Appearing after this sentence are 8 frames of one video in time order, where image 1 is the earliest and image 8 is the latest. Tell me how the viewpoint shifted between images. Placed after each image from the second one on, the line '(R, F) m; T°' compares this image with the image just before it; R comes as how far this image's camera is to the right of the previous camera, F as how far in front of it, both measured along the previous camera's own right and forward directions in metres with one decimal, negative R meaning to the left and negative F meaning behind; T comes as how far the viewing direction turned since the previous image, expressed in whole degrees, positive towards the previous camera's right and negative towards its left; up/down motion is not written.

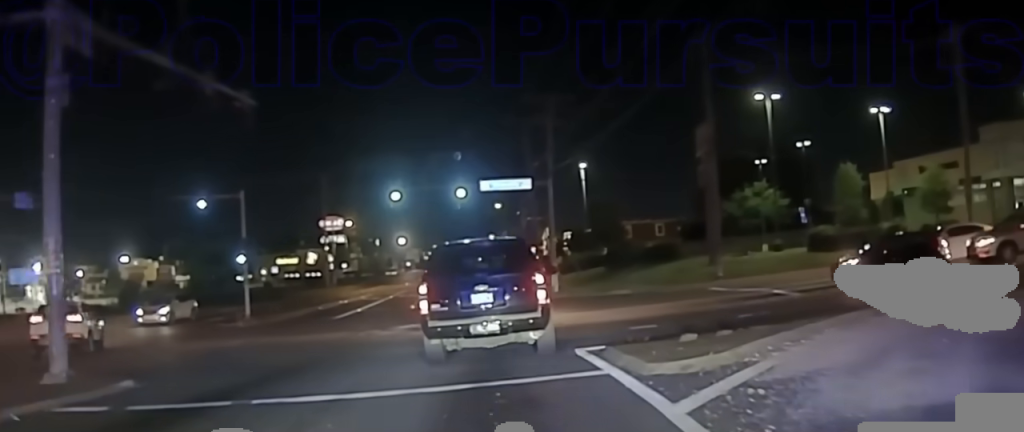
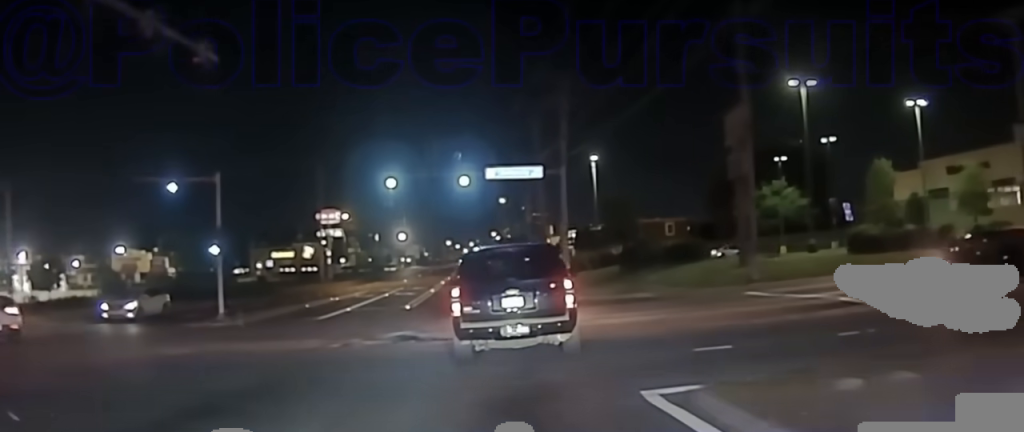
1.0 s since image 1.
(0.0, +4.6) m; +1°
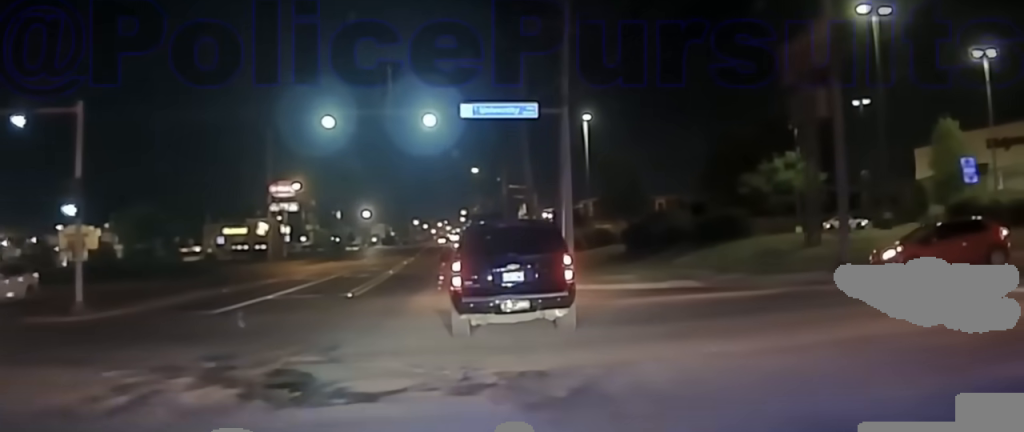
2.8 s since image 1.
(+0.3, +12.2) m; +1°
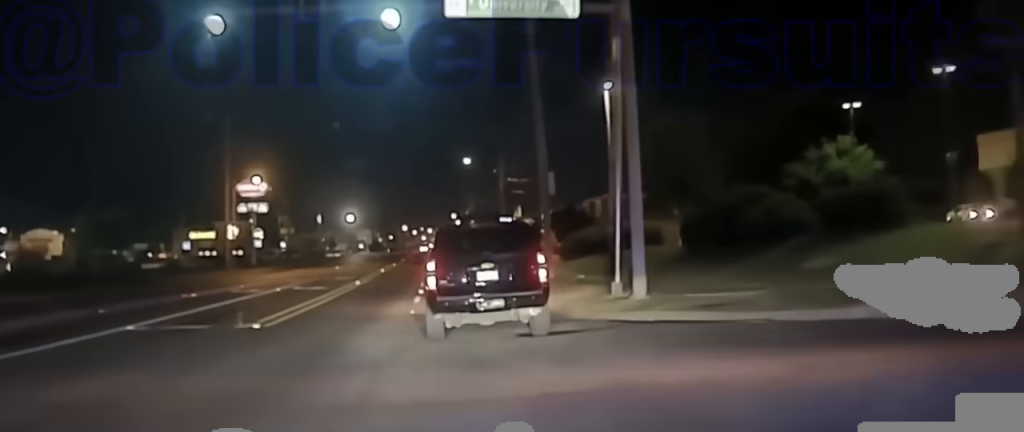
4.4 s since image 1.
(-0.4, +14.2) m; -3°
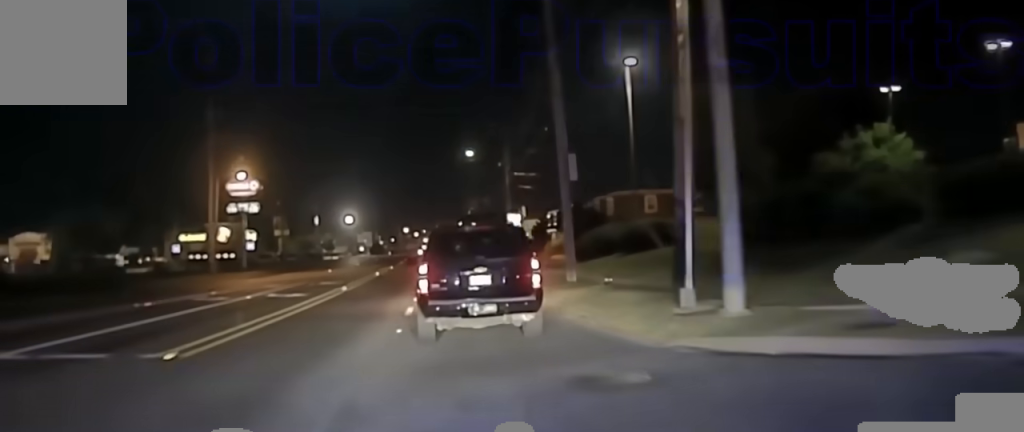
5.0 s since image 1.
(0.0, +6.5) m; 0°
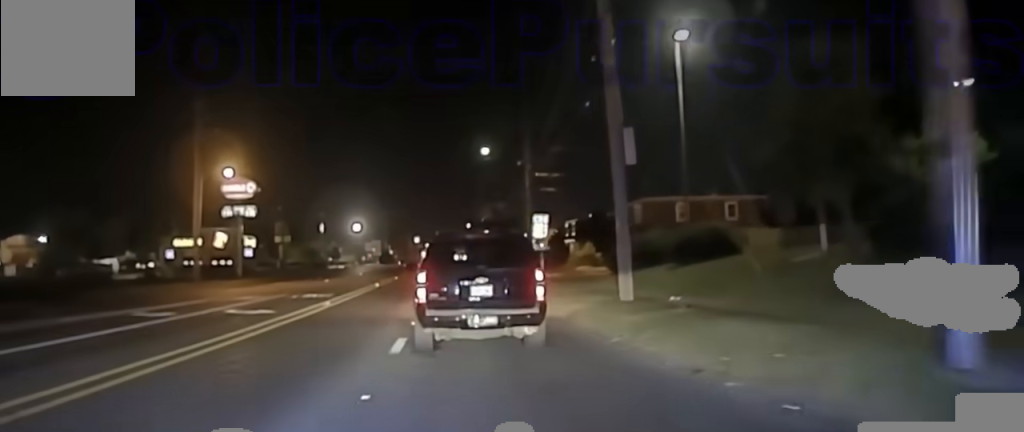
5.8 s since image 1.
(0.0, +7.9) m; 0°
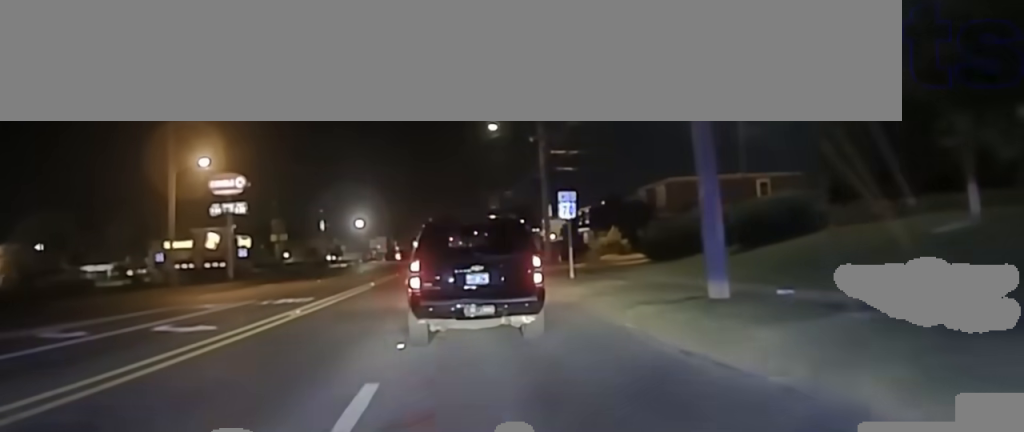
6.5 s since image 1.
(0.0, +7.7) m; 0°
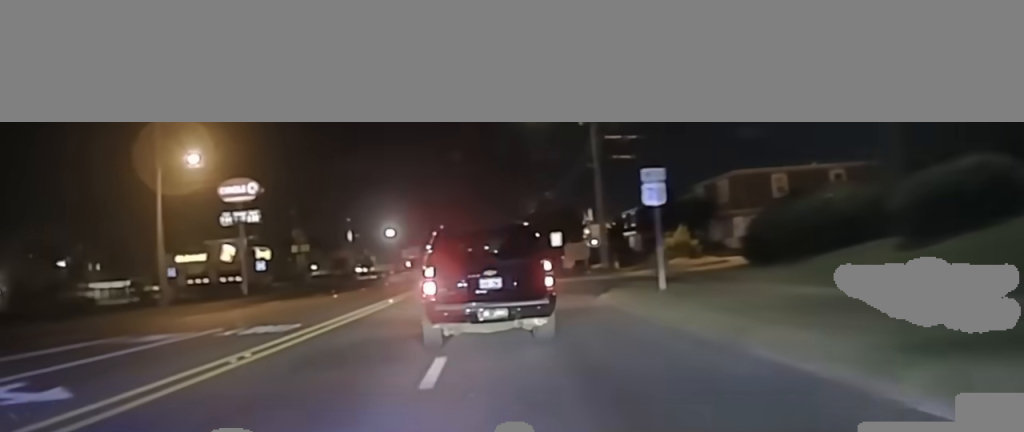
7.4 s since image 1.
(0.0, +9.6) m; -3°
